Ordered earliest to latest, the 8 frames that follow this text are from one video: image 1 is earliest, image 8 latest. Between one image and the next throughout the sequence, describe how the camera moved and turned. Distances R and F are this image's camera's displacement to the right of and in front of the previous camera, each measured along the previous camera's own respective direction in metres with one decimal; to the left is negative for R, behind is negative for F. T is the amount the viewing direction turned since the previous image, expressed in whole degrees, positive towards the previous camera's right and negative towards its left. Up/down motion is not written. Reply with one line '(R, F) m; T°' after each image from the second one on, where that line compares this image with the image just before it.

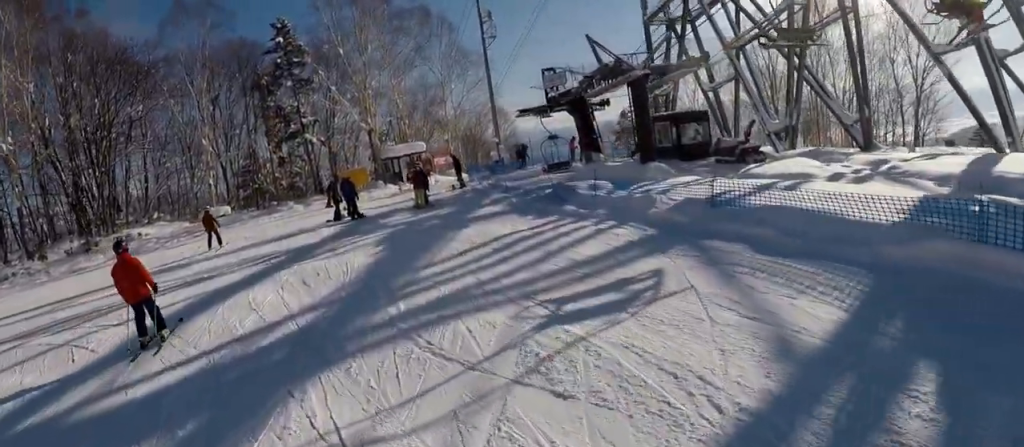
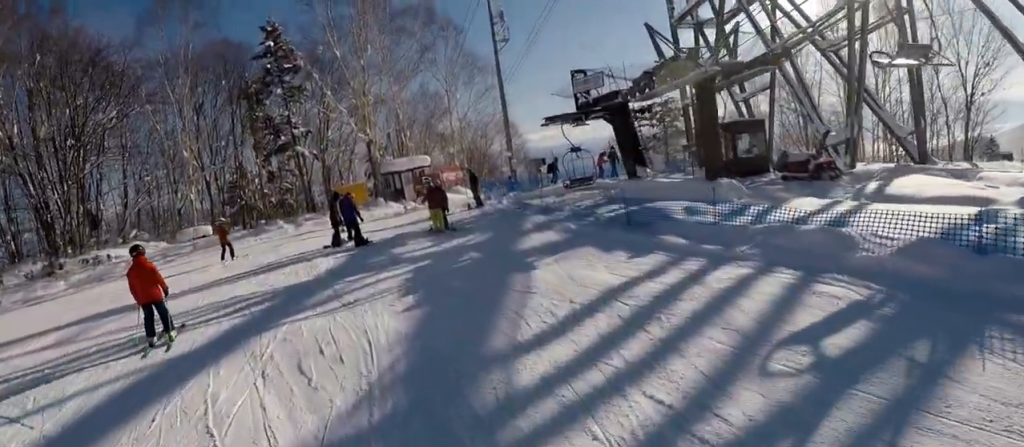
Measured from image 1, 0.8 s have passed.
(0.0, +4.0) m; -2°
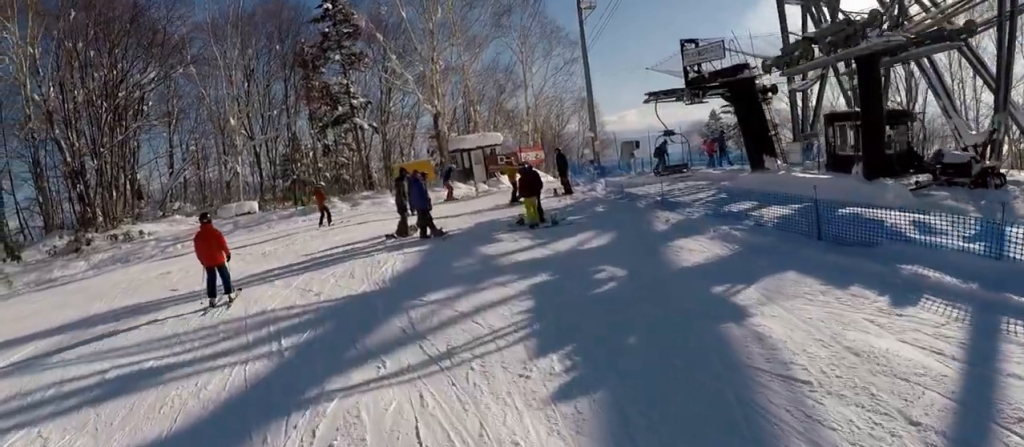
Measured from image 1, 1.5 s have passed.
(-0.1, +3.8) m; -2°
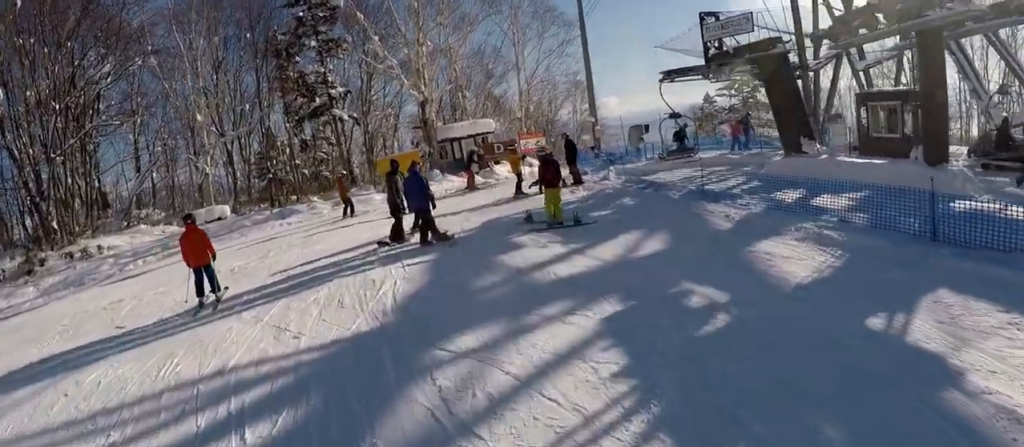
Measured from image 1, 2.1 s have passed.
(-0.1, +2.6) m; -1°
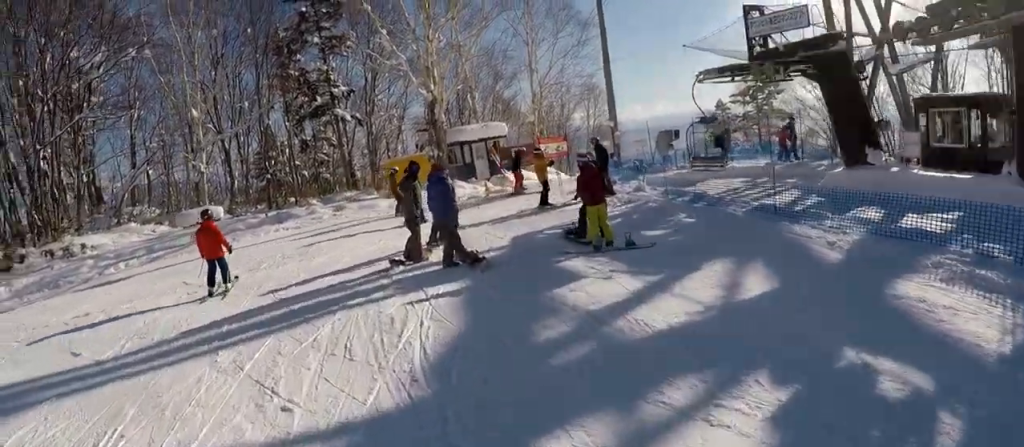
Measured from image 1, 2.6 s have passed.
(0.0, +2.3) m; +2°
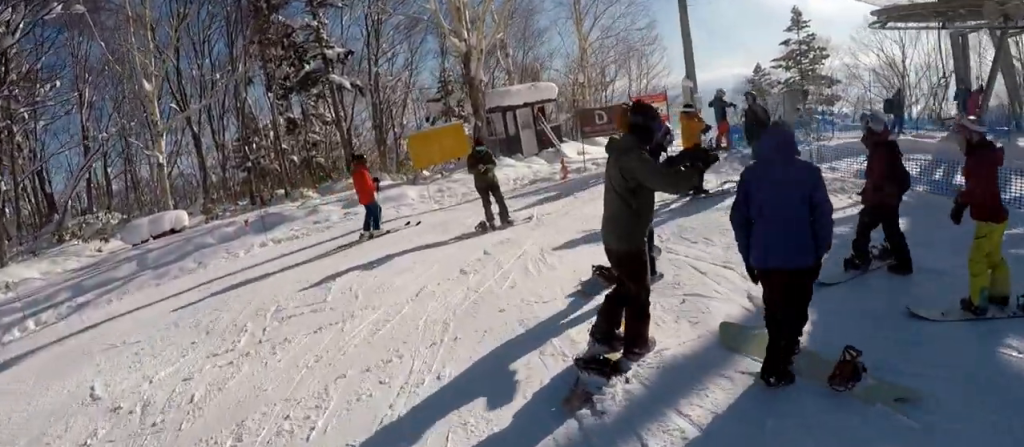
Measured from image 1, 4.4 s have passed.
(+0.5, +6.6) m; +10°
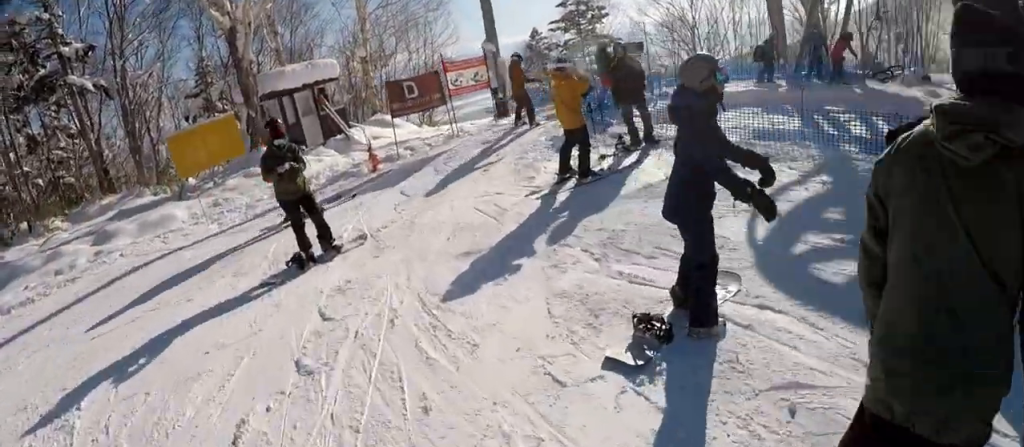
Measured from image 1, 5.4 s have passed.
(+0.2, +3.3) m; +8°
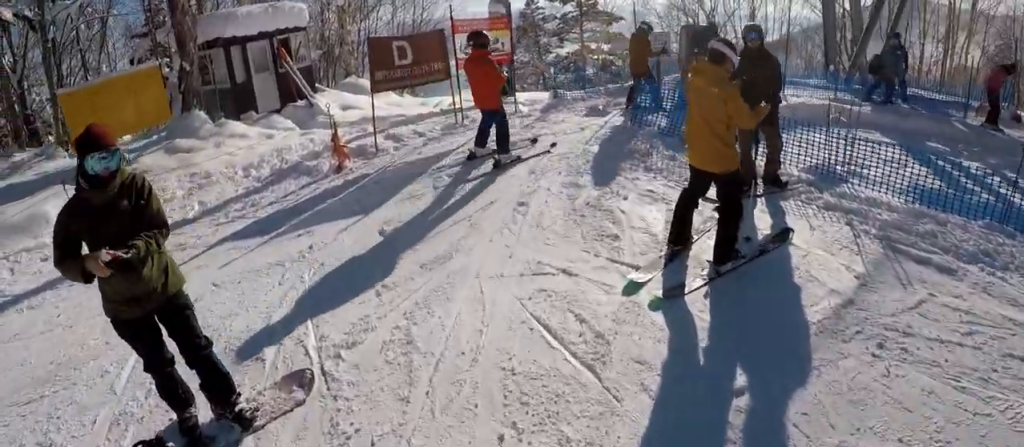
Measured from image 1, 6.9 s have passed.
(+0.6, +3.9) m; +16°
